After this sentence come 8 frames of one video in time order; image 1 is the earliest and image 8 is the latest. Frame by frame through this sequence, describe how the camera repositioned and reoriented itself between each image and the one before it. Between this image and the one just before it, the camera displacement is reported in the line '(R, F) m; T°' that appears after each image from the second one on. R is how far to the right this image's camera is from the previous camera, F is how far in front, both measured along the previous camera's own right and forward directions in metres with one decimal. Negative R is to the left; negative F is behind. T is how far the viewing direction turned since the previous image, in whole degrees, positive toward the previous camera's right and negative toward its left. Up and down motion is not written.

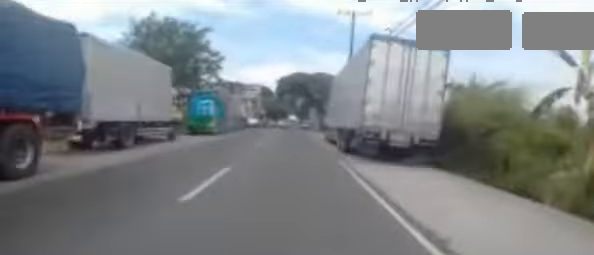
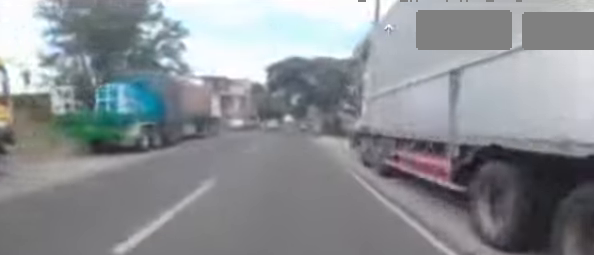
(0.0, +10.7) m; 0°
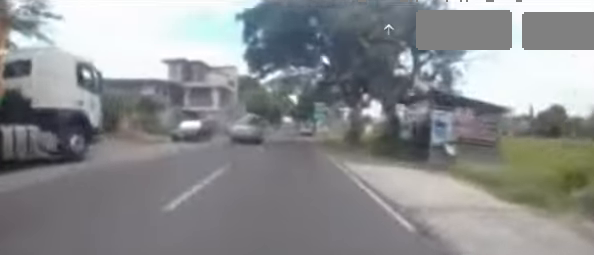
(0.0, +17.5) m; 0°
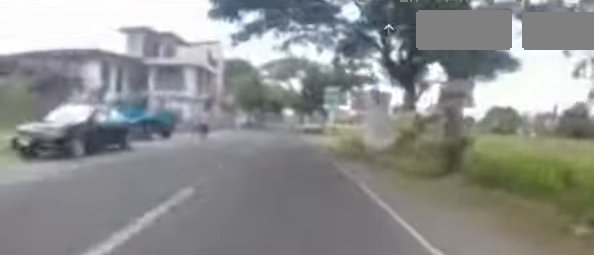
(0.0, +11.4) m; 0°
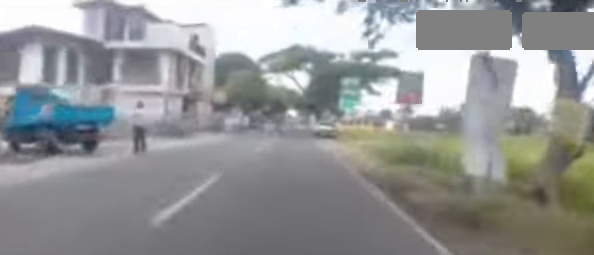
(0.0, +7.7) m; 0°
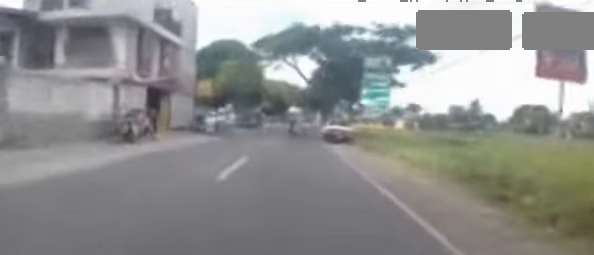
(0.0, +6.5) m; -2°
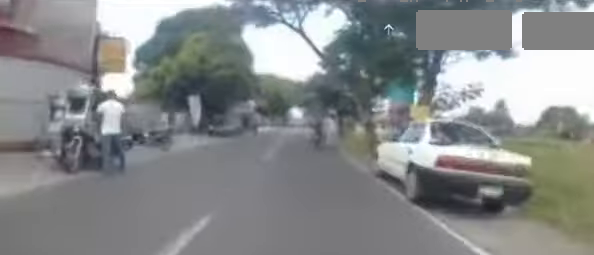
(-0.7, +14.7) m; -3°
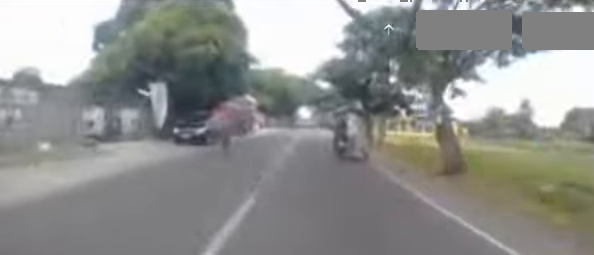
(-0.1, +8.0) m; +2°
